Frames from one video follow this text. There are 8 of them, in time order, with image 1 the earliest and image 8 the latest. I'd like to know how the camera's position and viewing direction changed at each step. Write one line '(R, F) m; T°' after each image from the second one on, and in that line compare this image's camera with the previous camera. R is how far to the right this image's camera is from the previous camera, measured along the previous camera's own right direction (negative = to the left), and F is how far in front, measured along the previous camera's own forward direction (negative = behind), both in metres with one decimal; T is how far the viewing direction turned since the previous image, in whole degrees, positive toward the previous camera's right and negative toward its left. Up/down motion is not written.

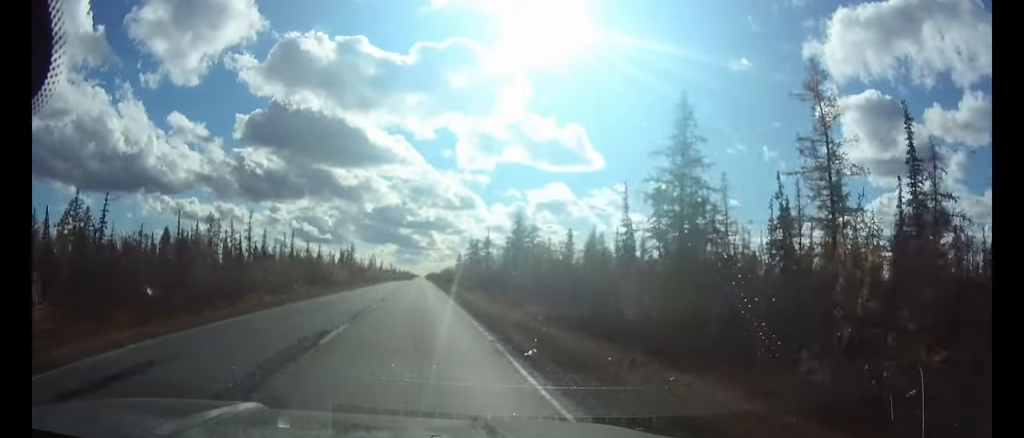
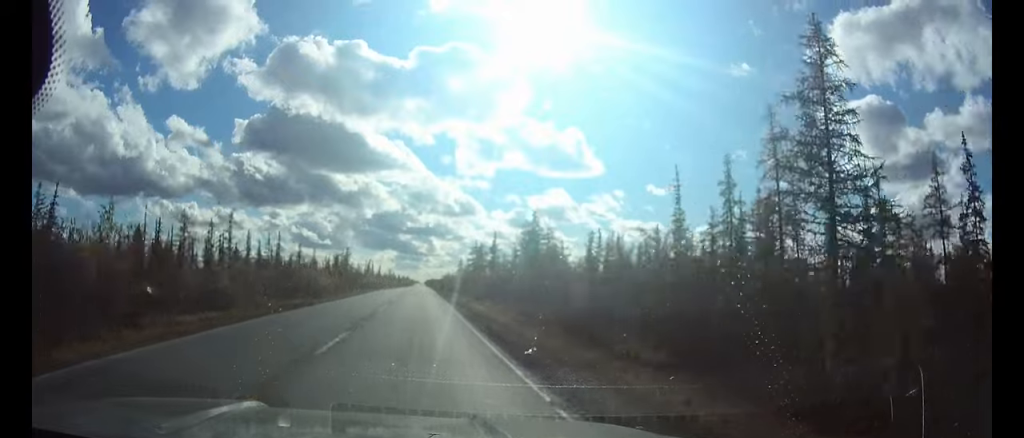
(0.0, +11.7) m; 0°
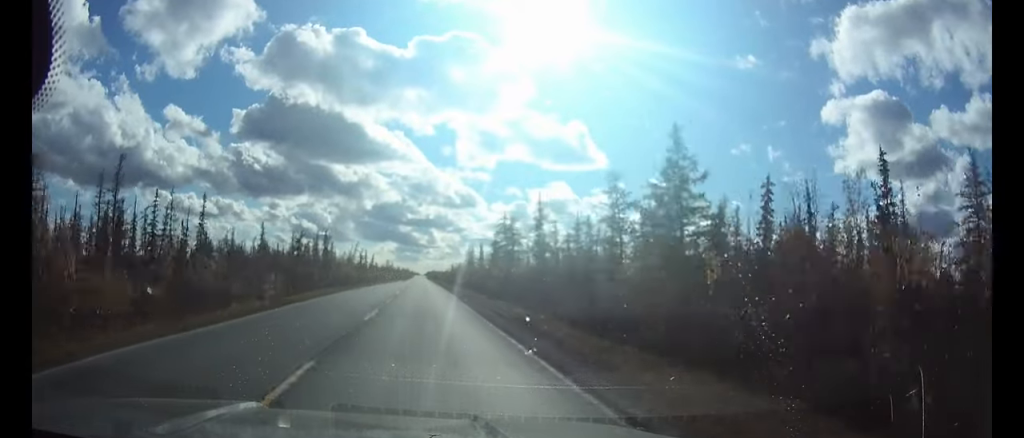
(-0.1, +41.9) m; 0°
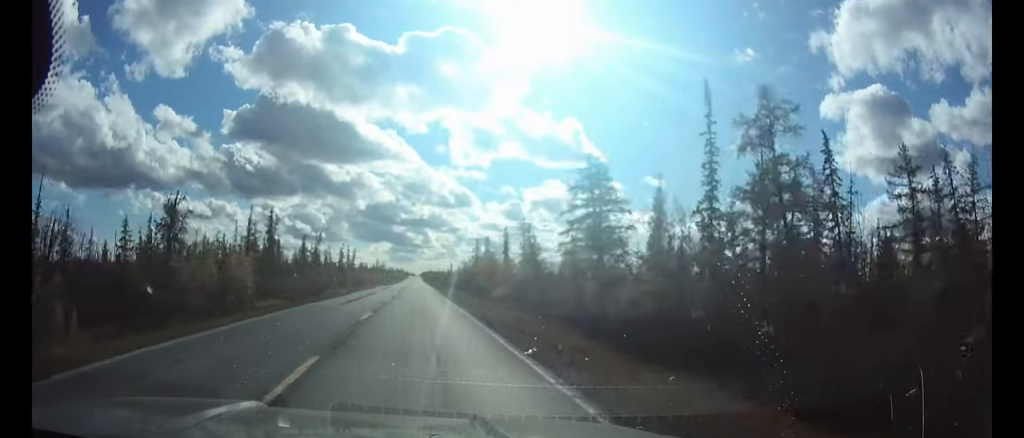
(+0.3, +49.1) m; +1°
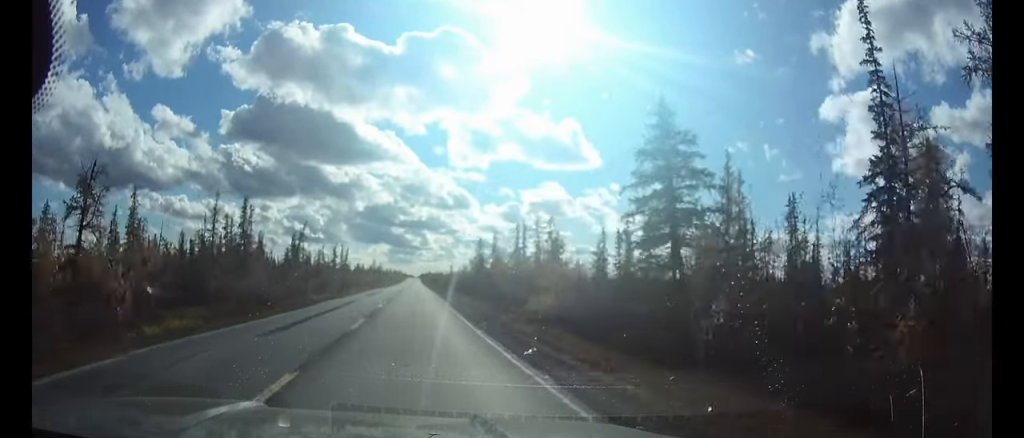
(0.0, +13.9) m; 0°
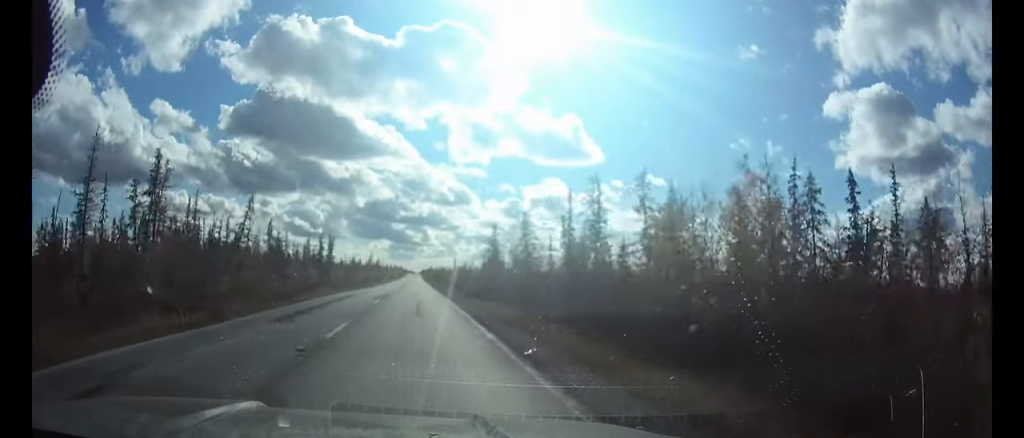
(0.0, +30.5) m; 0°
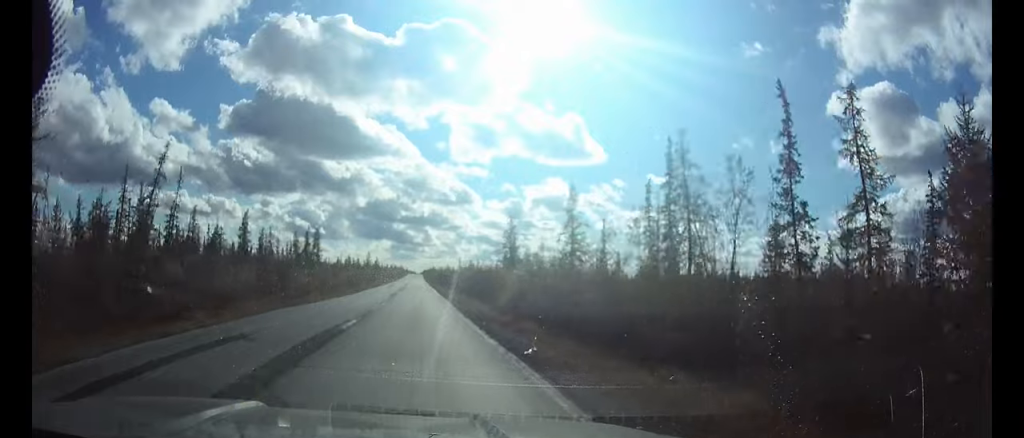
(0.0, +24.0) m; 0°
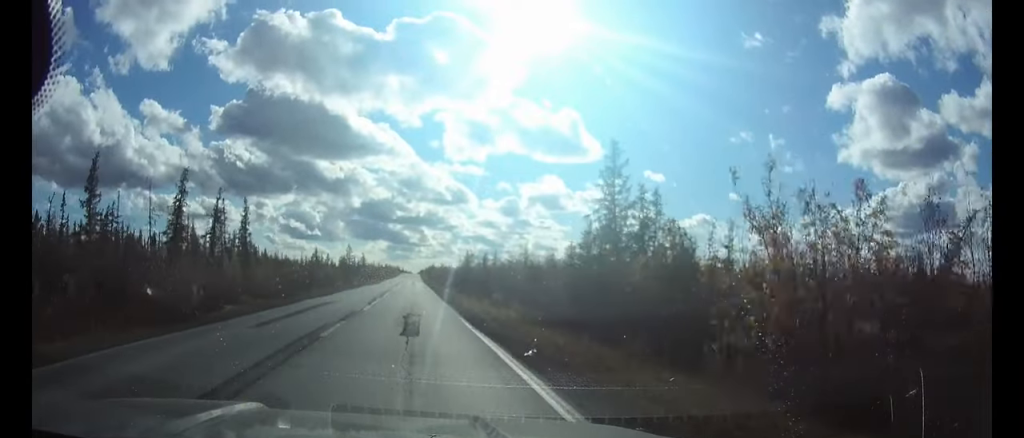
(+0.3, +64.4) m; 0°
